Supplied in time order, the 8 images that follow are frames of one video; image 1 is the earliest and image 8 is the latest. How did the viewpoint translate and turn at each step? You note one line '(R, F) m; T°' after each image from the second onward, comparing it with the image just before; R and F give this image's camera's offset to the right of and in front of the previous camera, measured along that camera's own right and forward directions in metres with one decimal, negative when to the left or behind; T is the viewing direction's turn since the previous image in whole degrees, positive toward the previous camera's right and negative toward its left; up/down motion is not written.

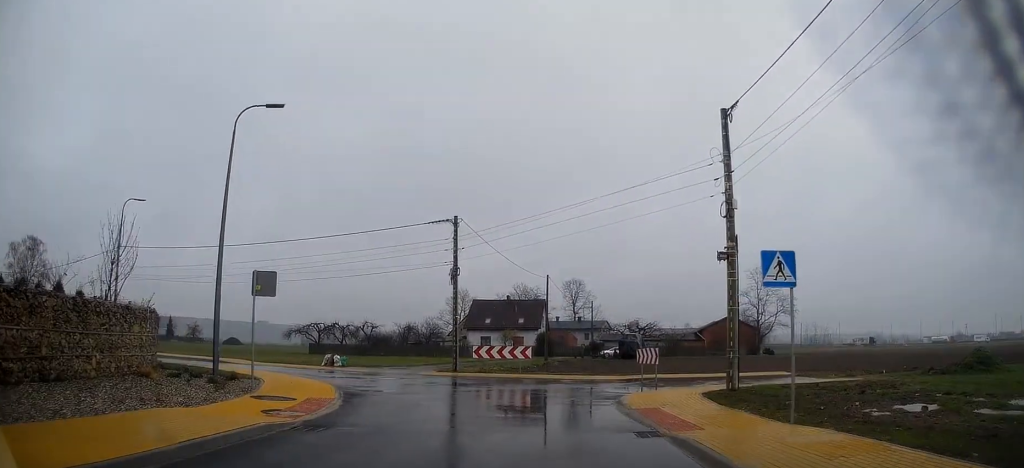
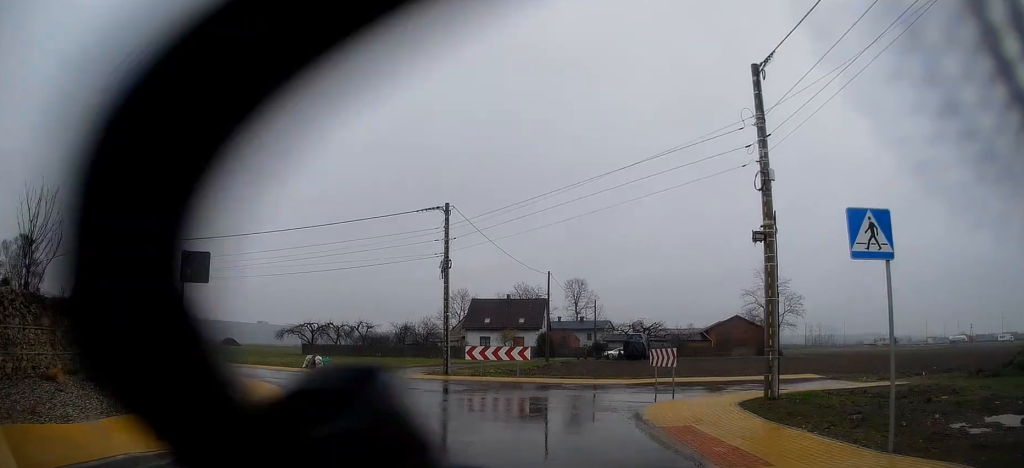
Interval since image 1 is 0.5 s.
(0.0, +3.5) m; 0°
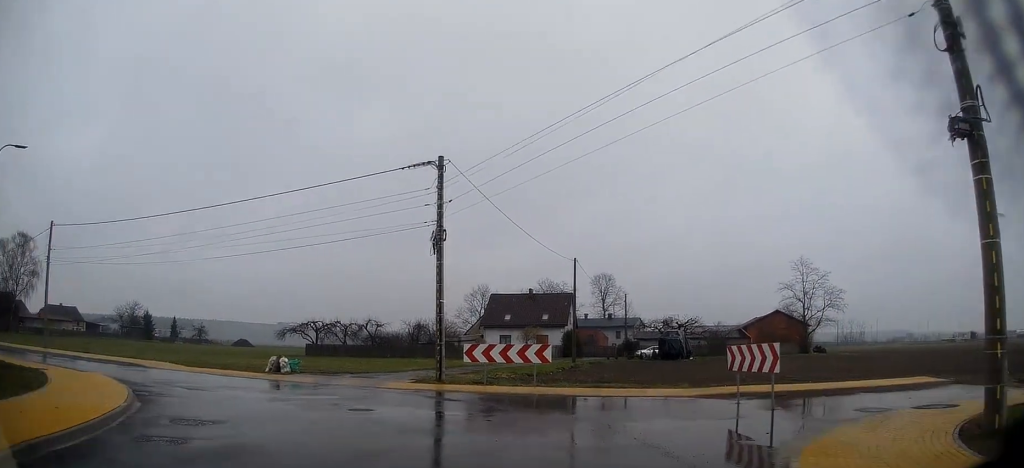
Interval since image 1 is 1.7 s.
(-0.1, +8.3) m; -2°
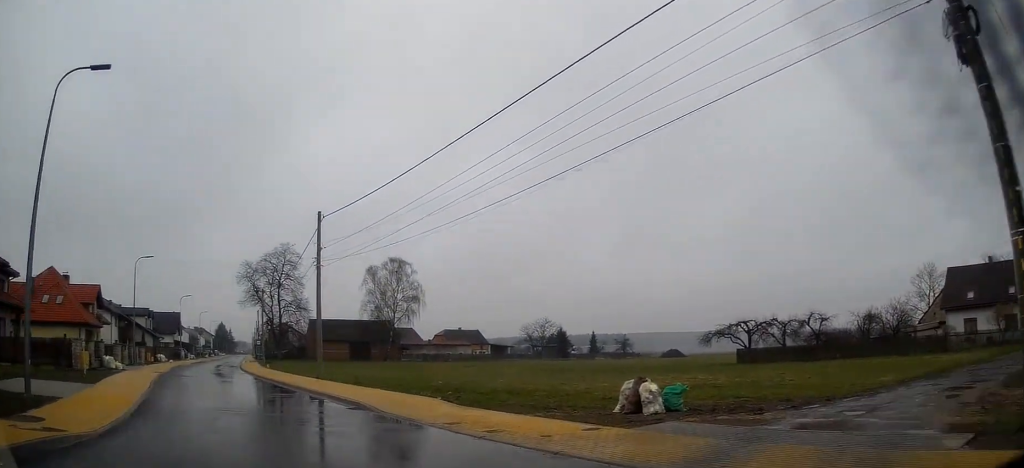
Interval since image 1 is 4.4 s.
(-3.2, +15.0) m; -38°
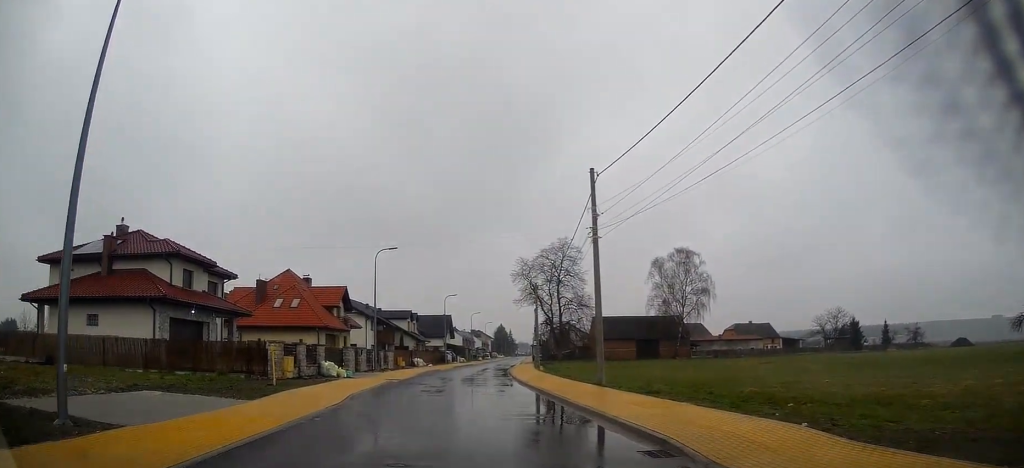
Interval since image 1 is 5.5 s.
(-1.5, +6.7) m; -21°
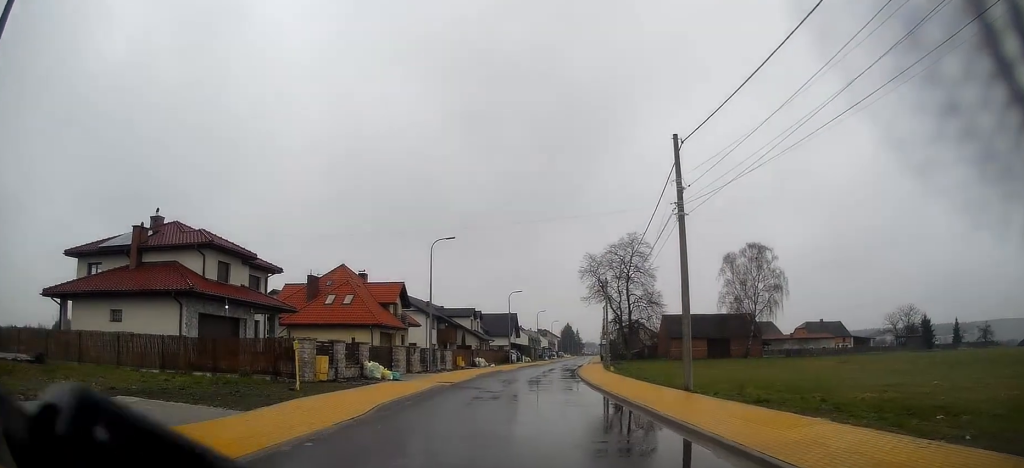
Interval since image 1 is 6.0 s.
(-0.3, +3.4) m; -8°
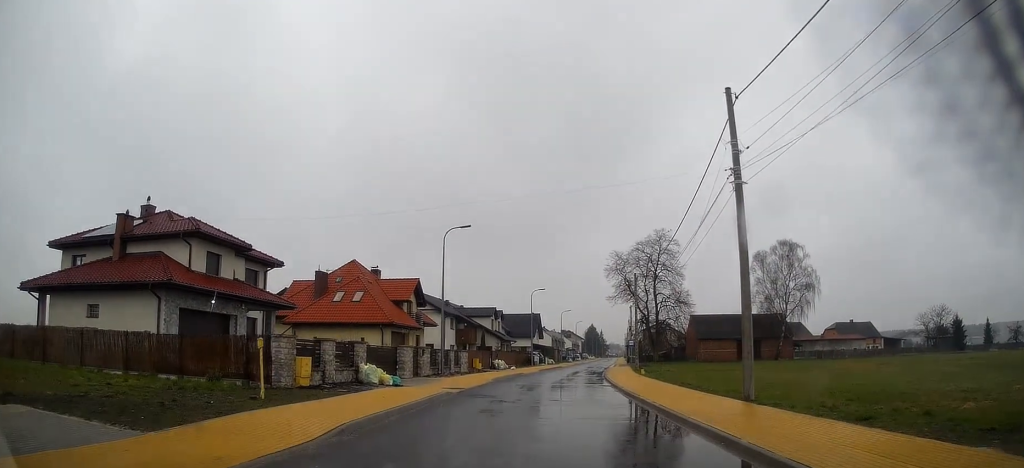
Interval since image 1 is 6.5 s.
(-0.2, +3.6) m; -5°
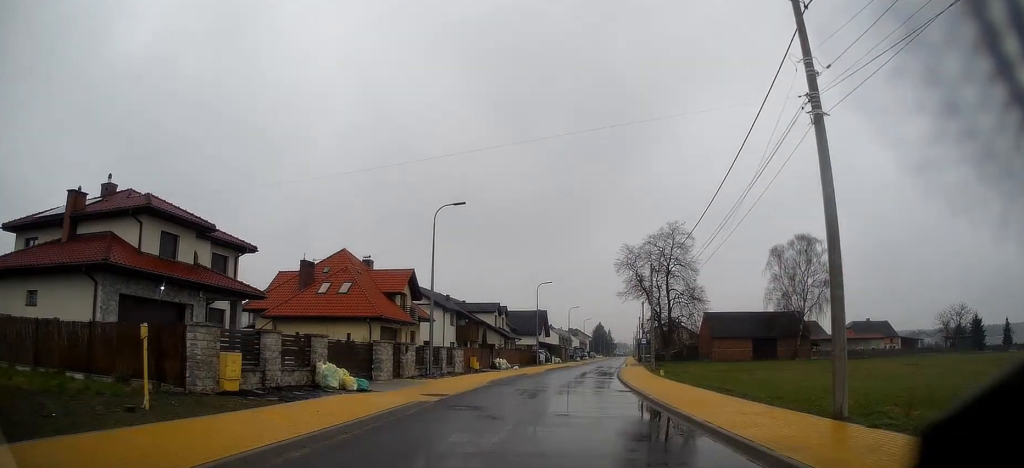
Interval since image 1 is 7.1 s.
(-0.4, +4.7) m; -3°
